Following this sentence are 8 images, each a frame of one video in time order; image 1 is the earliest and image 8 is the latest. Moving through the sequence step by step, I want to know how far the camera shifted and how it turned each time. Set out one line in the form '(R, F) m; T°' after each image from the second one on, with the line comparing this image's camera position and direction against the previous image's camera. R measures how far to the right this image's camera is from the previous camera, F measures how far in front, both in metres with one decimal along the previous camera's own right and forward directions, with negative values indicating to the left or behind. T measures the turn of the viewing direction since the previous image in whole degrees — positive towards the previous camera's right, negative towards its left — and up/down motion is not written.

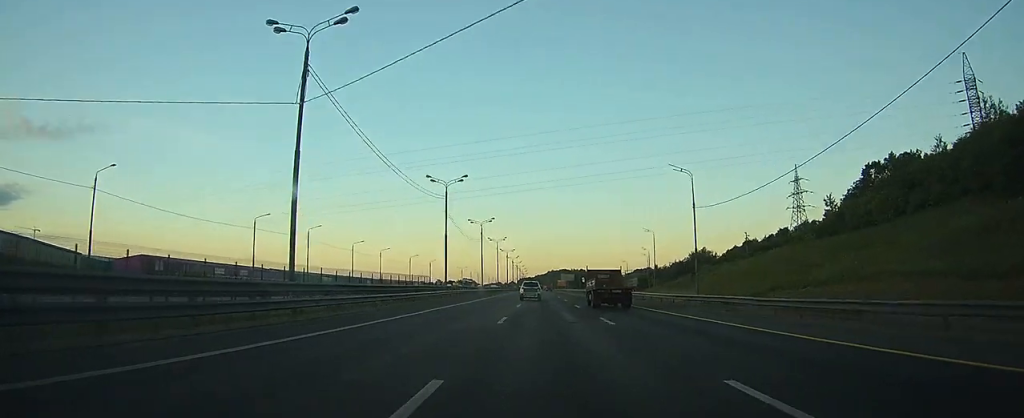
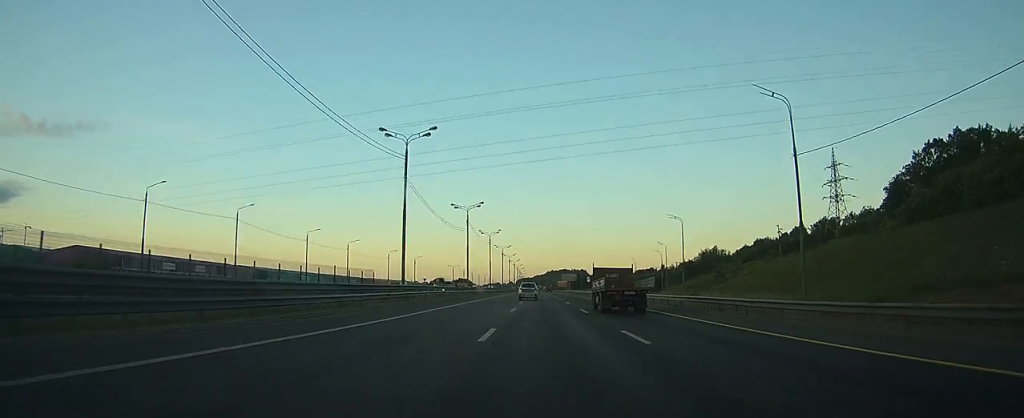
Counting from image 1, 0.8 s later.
(-0.1, +22.4) m; 0°
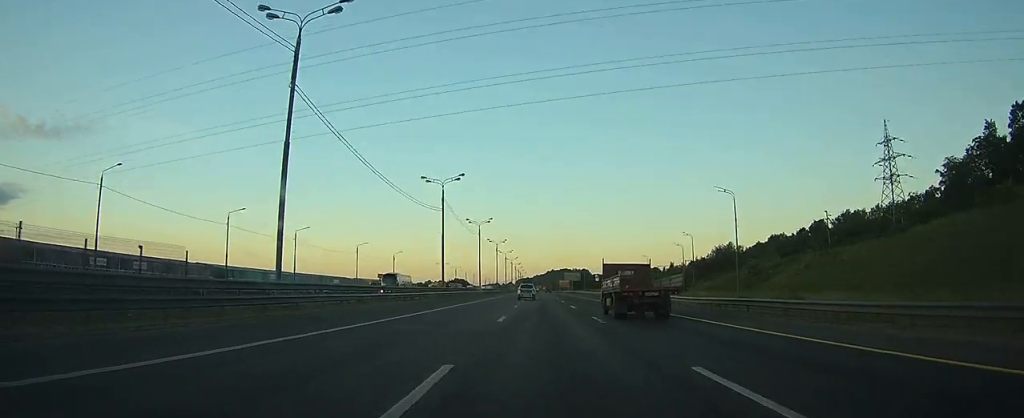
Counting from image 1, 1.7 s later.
(-0.1, +24.4) m; 0°
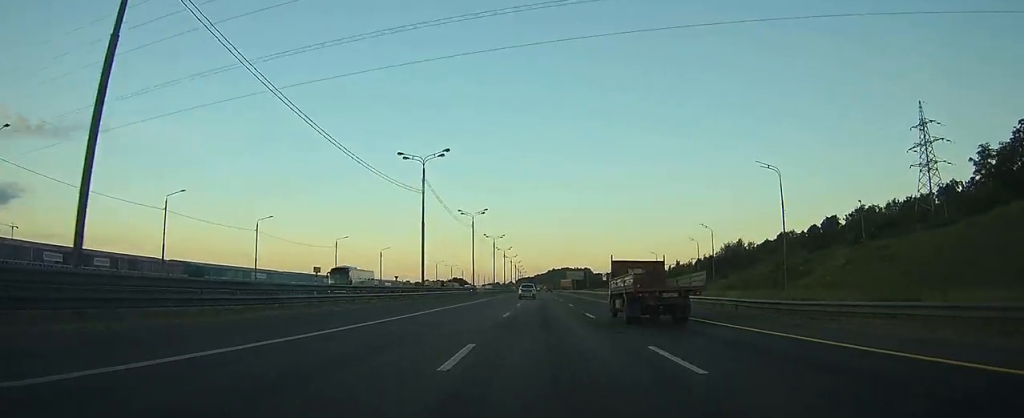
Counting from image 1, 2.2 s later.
(0.0, +12.7) m; 0°
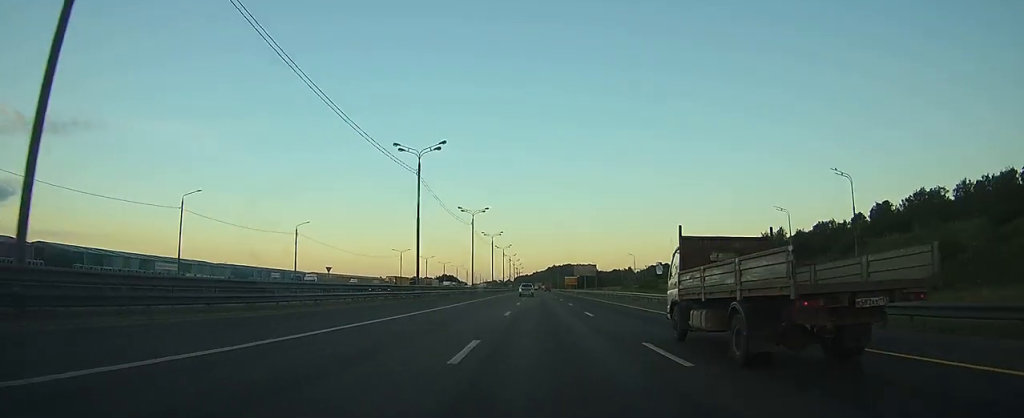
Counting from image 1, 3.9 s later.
(+0.1, +47.4) m; 0°
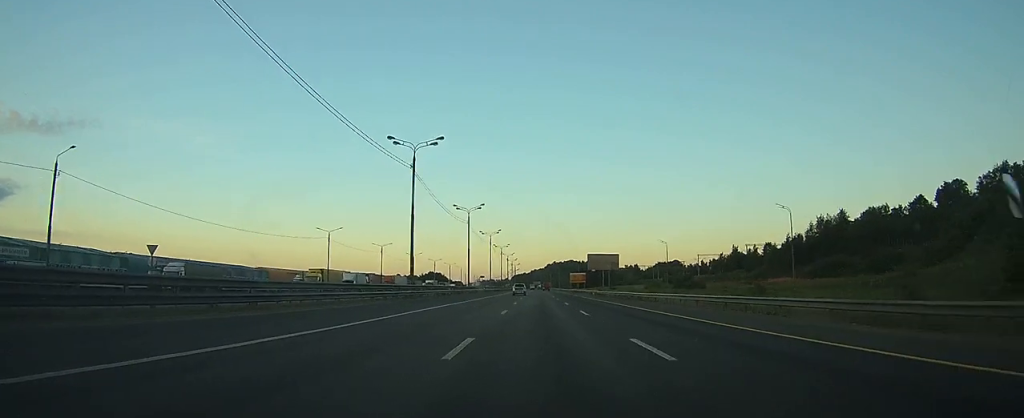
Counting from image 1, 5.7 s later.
(0.0, +47.8) m; 0°
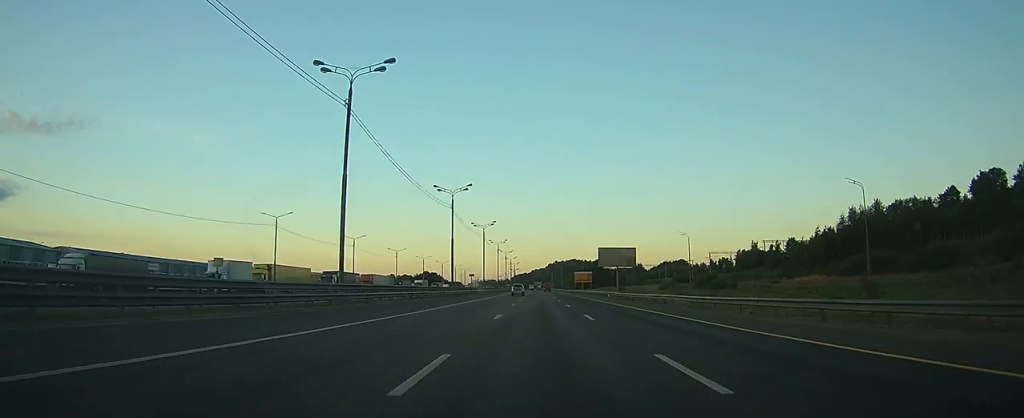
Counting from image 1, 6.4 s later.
(0.0, +19.3) m; 0°
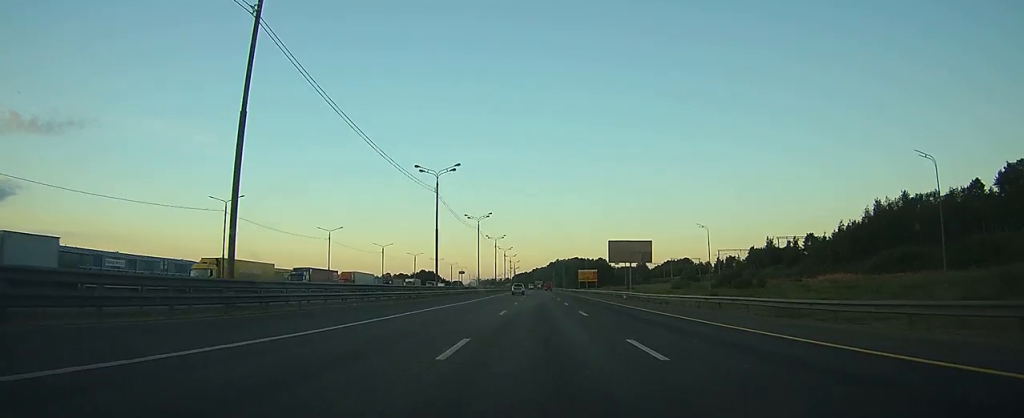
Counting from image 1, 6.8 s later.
(0.0, +12.9) m; 0°
